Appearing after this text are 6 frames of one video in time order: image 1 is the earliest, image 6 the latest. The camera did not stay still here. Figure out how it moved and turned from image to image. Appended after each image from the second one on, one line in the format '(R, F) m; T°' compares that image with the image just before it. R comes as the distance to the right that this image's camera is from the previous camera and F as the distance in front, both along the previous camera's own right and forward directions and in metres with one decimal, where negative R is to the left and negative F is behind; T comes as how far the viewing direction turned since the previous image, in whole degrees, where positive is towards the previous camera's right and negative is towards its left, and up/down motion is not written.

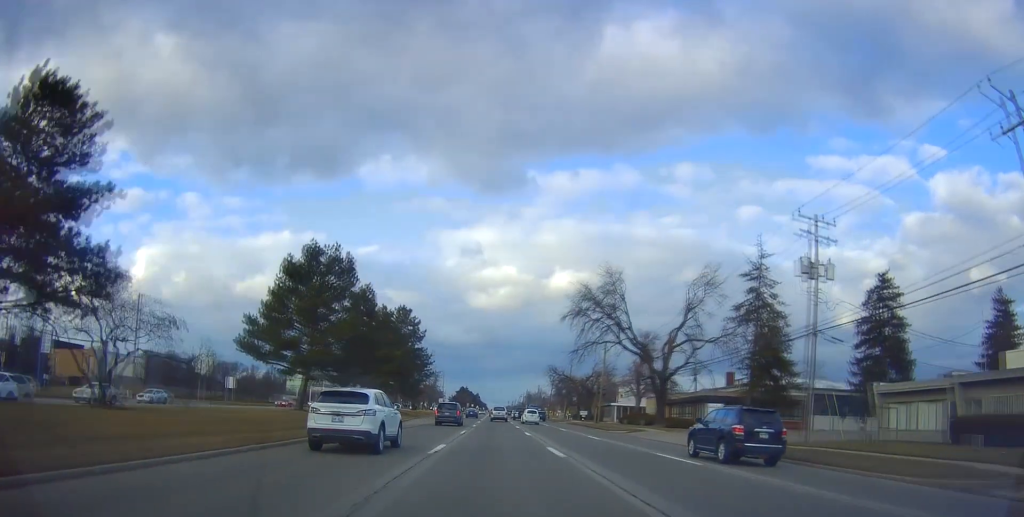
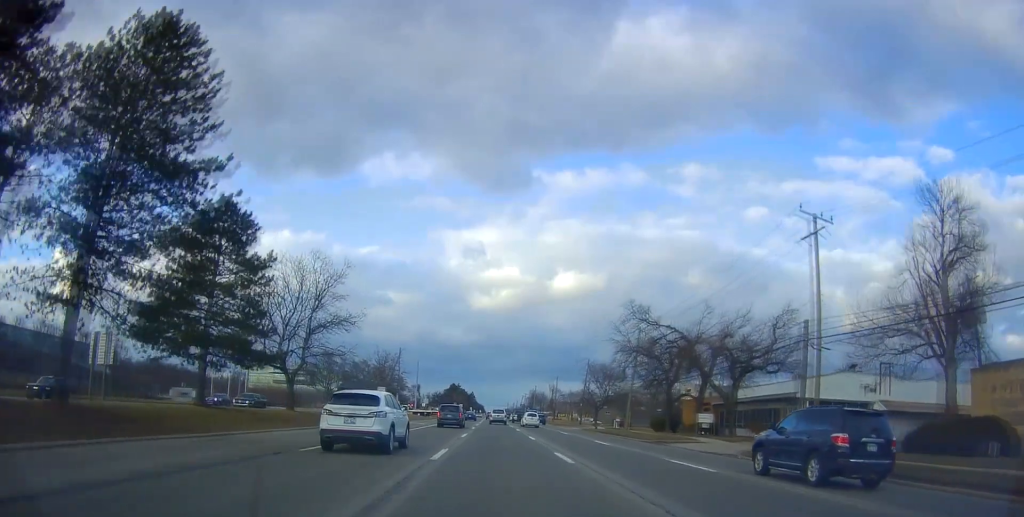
(-0.7, +62.2) m; -1°
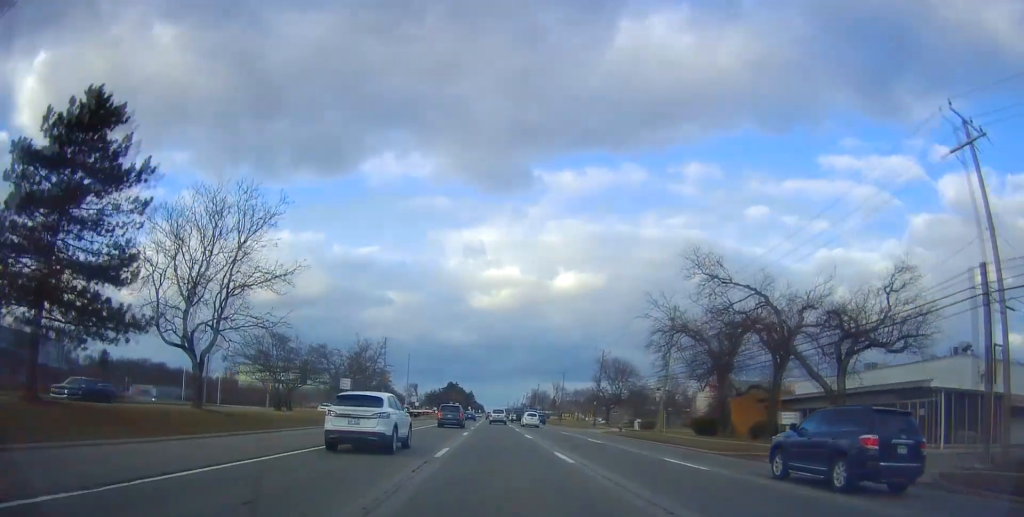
(+0.2, +13.9) m; 0°
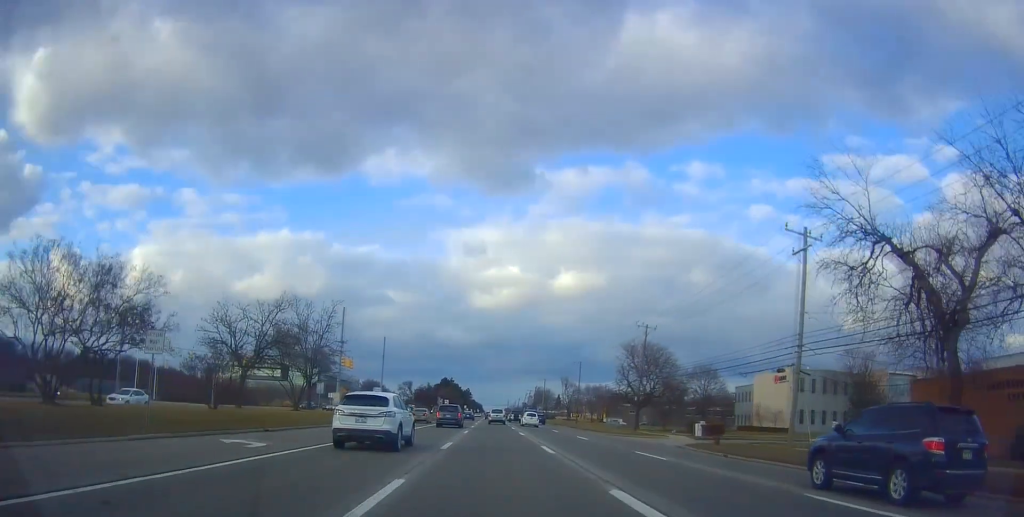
(-0.4, +25.6) m; +1°
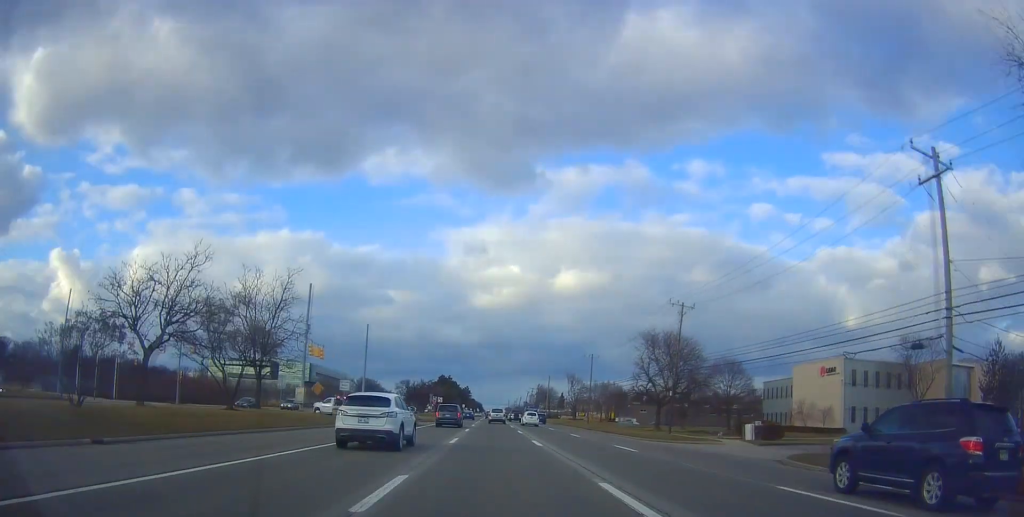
(+0.3, +12.4) m; +1°
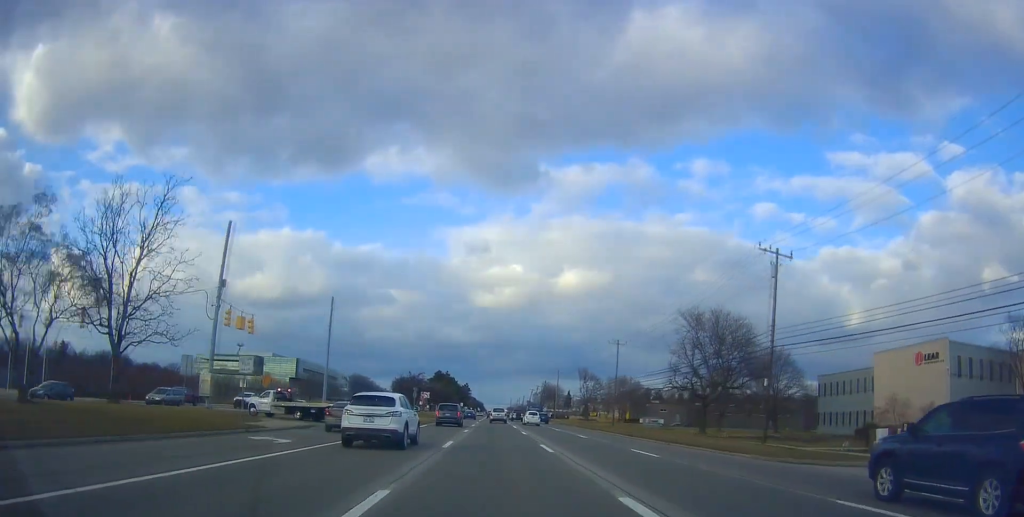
(+0.1, +18.3) m; -1°
